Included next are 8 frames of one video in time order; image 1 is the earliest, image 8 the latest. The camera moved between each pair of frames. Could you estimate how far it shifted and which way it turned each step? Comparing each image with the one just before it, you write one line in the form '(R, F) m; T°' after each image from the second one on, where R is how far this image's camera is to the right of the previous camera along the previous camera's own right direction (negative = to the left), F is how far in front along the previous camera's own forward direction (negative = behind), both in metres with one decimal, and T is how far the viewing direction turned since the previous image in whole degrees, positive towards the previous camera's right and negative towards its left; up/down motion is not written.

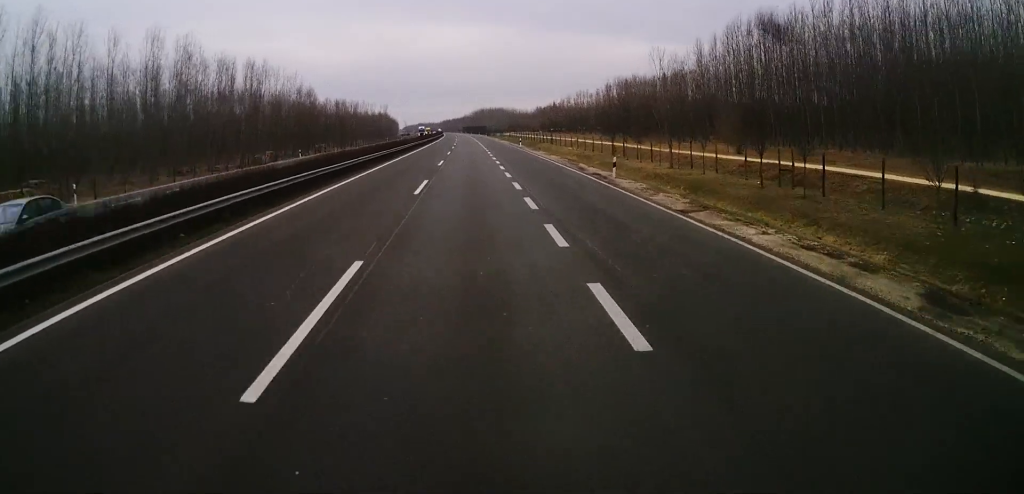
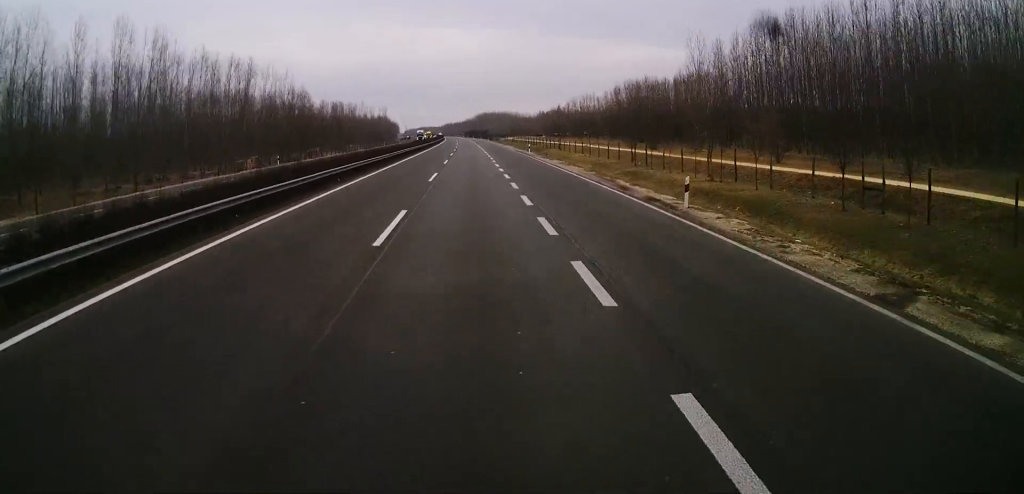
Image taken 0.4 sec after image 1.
(0.0, +10.0) m; 0°
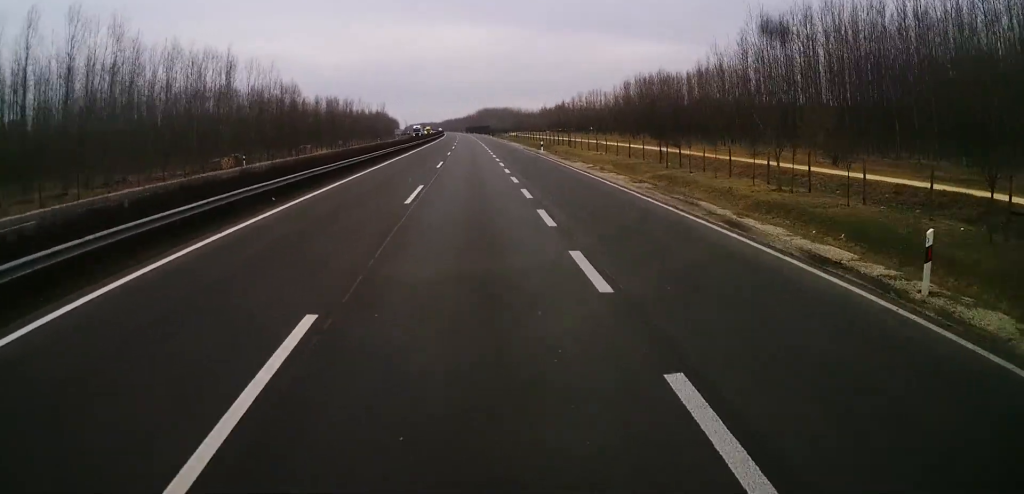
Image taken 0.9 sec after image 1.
(0.0, +11.5) m; -1°
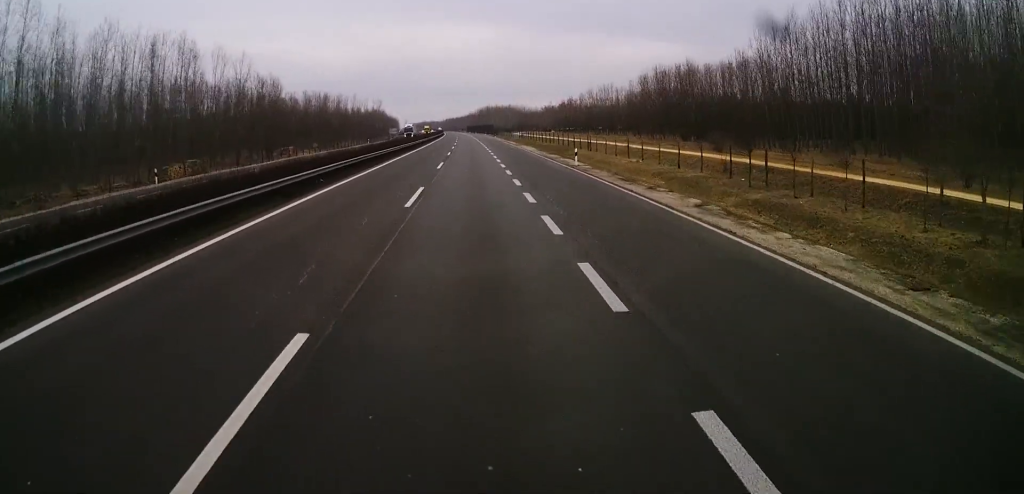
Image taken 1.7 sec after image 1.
(-0.1, +18.4) m; -1°
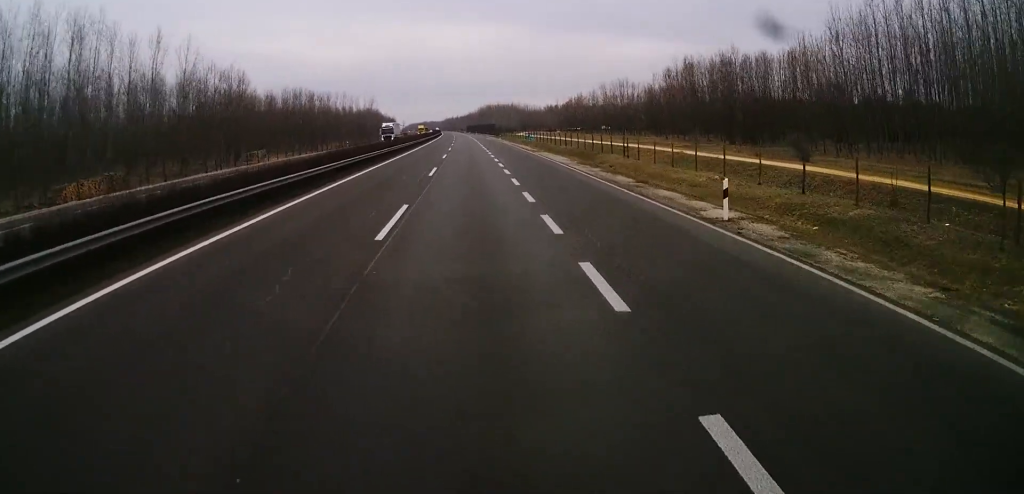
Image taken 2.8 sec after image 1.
(-0.2, +23.8) m; 0°
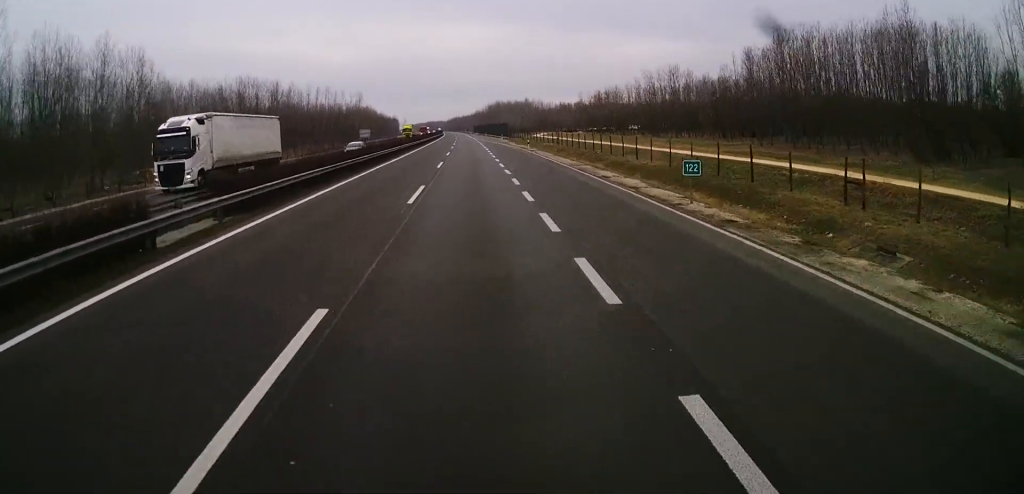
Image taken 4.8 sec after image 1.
(-0.3, +46.8) m; 0°
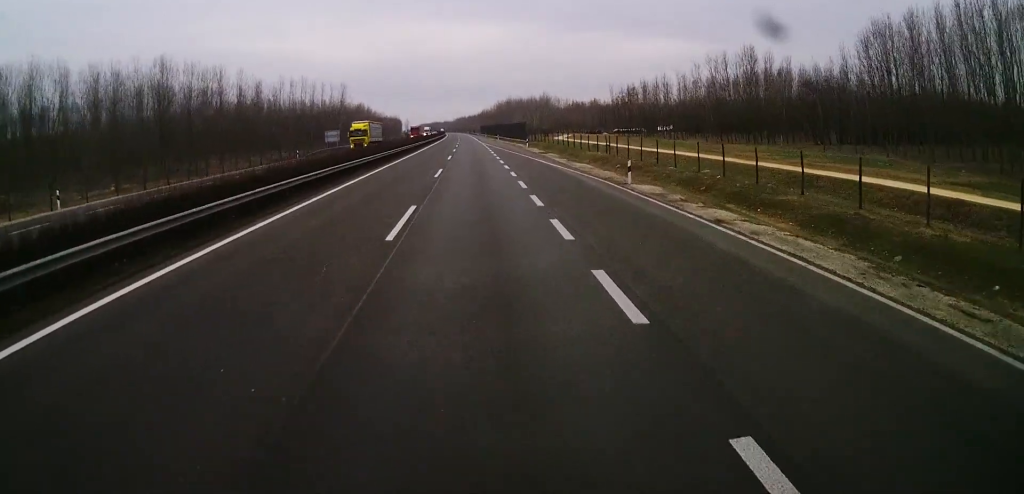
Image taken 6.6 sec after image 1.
(+0.4, +42.3) m; 0°
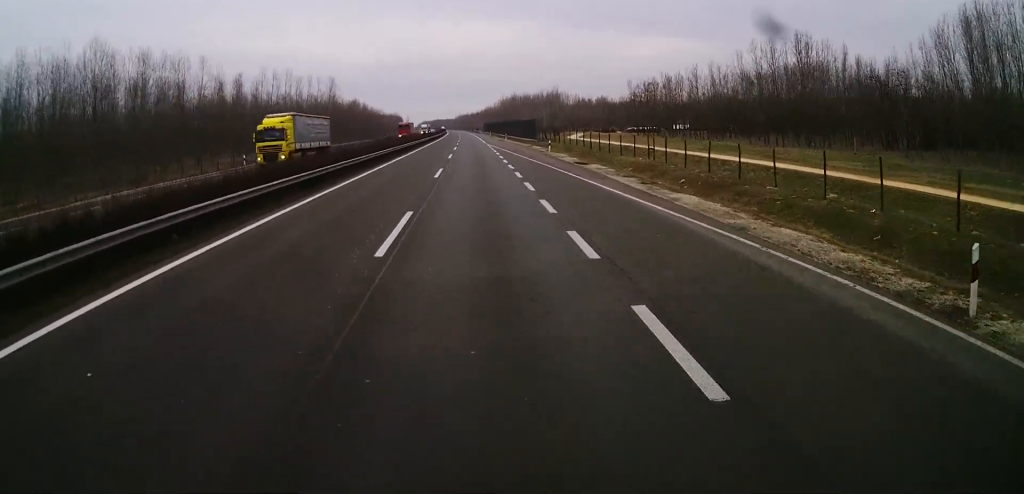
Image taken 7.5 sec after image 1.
(-0.1, +20.2) m; -1°
